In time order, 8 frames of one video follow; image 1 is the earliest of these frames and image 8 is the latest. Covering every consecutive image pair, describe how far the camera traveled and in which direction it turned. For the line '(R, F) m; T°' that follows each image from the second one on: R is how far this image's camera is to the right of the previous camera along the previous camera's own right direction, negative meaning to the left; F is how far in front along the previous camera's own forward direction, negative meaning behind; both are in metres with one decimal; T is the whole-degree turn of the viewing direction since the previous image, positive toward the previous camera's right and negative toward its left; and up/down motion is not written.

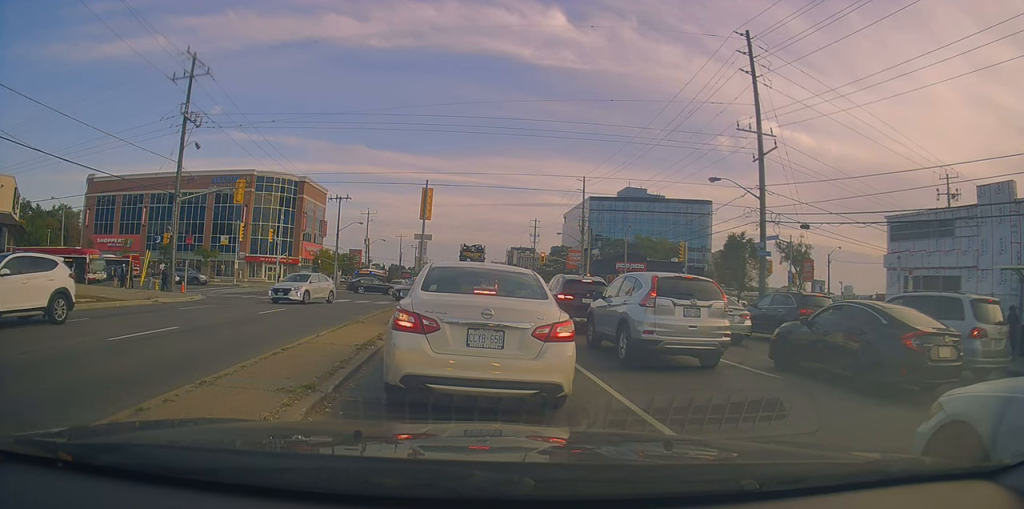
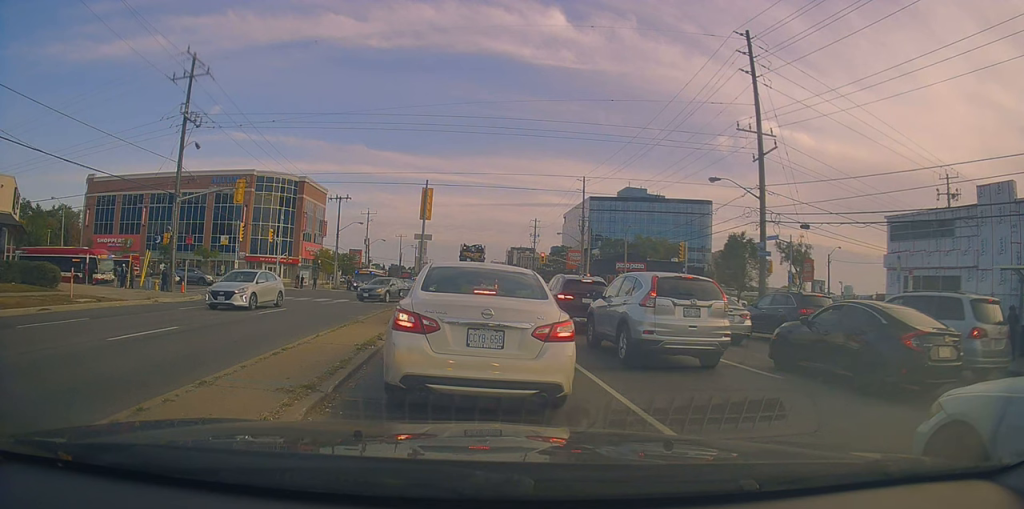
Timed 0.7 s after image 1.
(0.0, 0.0) m; 0°
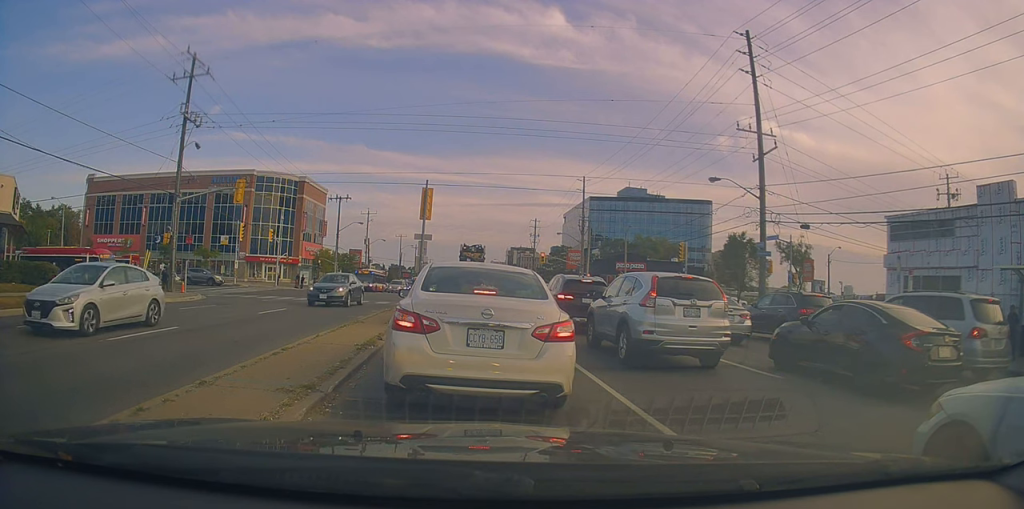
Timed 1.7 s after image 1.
(0.0, 0.0) m; 0°
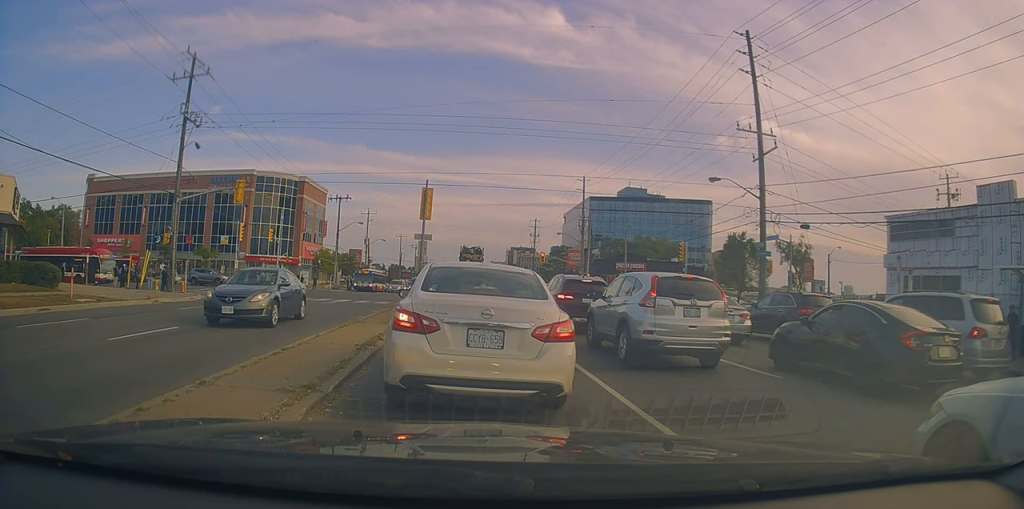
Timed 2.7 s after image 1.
(0.0, 0.0) m; 0°
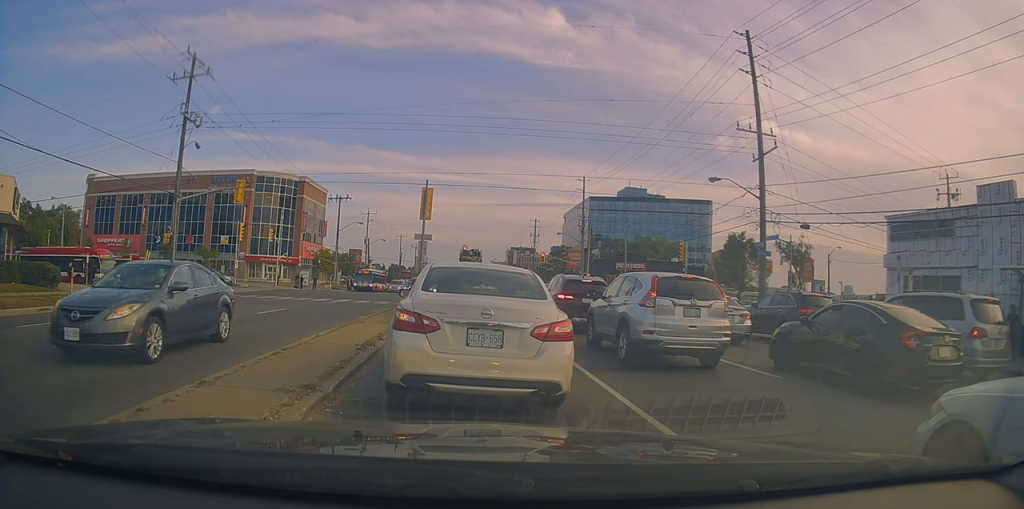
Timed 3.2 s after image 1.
(0.0, 0.0) m; 0°
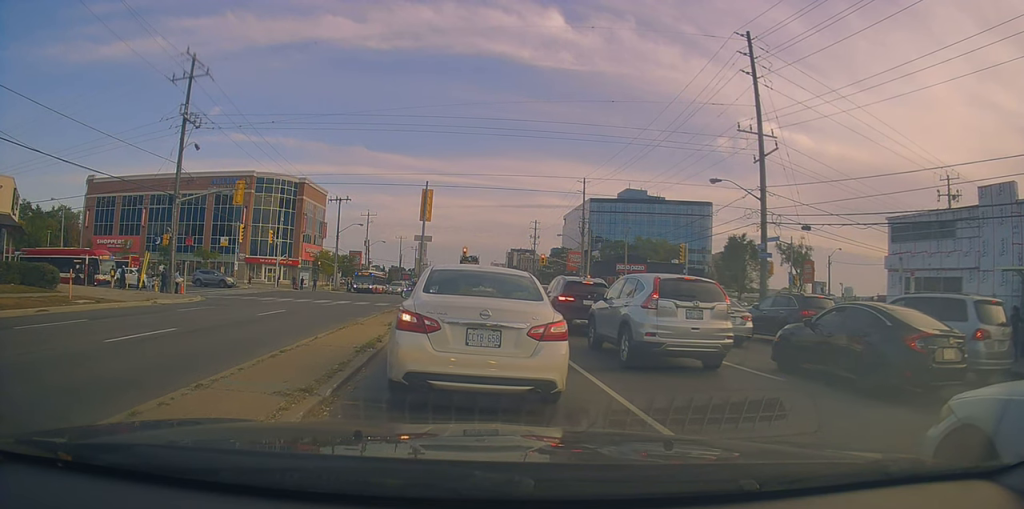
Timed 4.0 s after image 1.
(0.0, 0.0) m; 0°
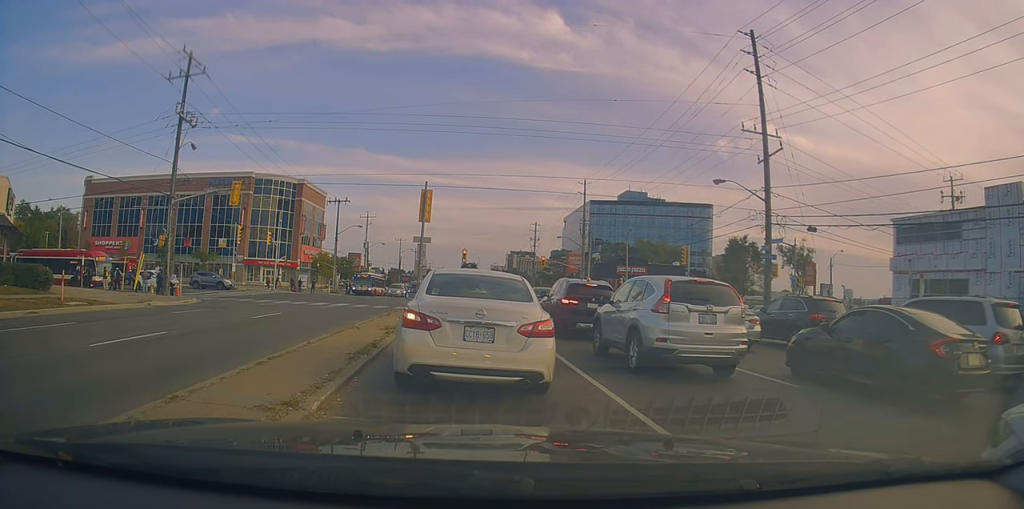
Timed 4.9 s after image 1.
(0.0, 0.0) m; 0°
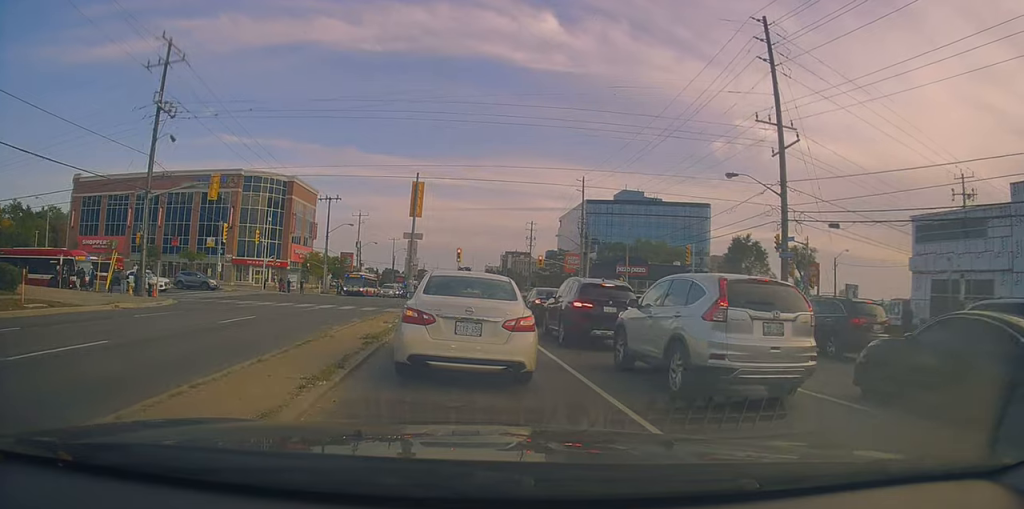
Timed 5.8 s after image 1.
(0.0, +1.0) m; 0°
